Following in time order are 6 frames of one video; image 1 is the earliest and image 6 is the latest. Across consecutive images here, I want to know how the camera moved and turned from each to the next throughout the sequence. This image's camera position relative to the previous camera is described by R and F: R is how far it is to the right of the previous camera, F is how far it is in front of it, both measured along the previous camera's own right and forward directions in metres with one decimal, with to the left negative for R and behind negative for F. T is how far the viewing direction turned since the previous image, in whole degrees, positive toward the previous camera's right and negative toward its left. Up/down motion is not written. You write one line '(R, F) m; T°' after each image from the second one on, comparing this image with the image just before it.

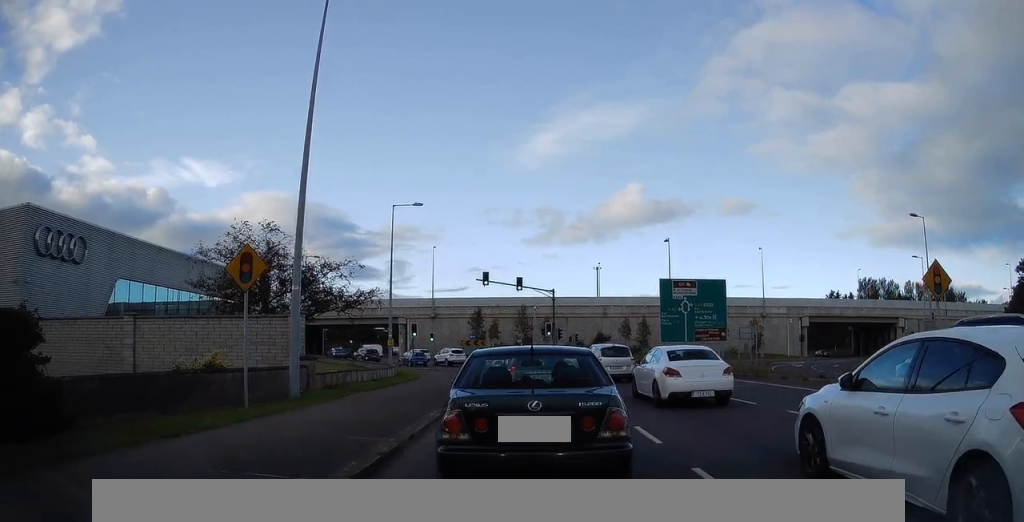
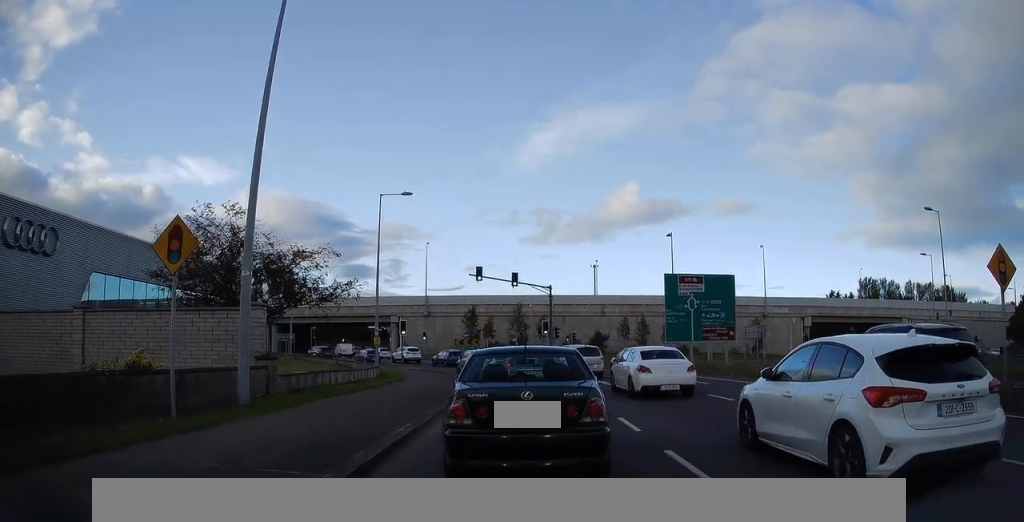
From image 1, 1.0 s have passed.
(+0.4, +1.2) m; +5°
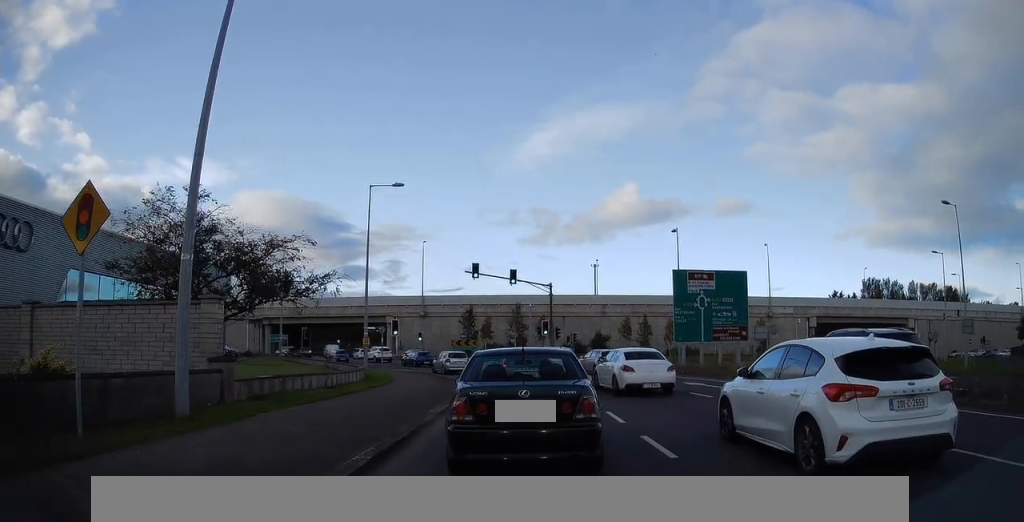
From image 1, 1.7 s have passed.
(+0.1, +1.4) m; +3°
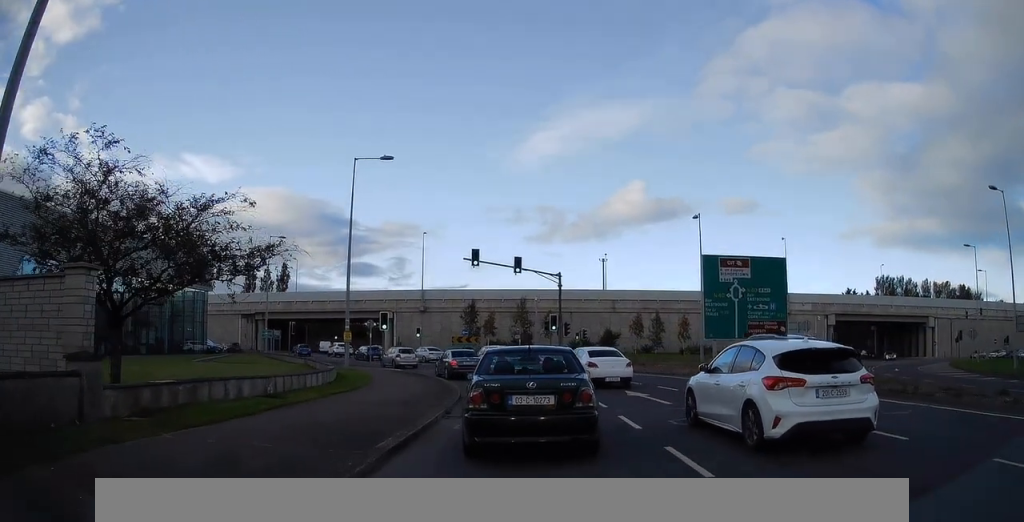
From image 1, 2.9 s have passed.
(-0.1, +4.0) m; -3°
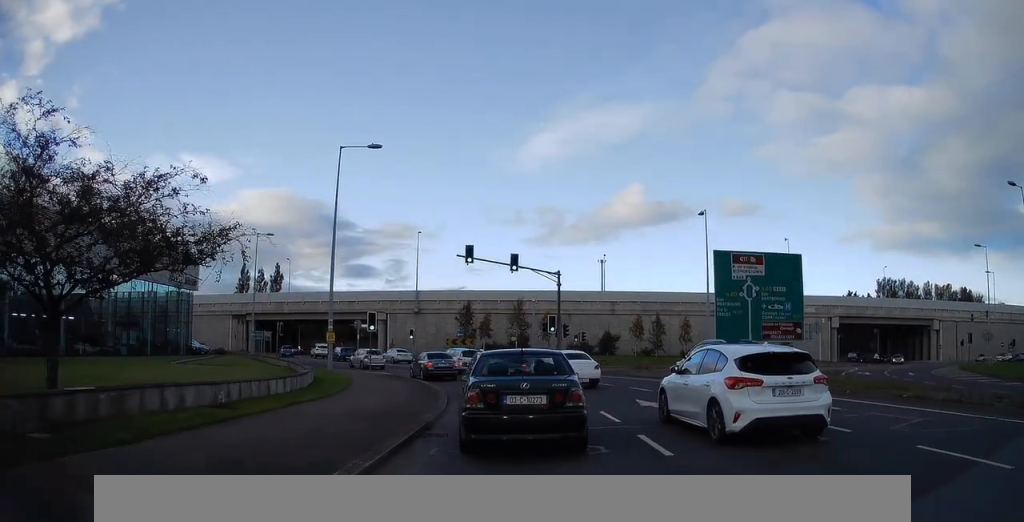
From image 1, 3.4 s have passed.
(-0.1, +2.1) m; 0°
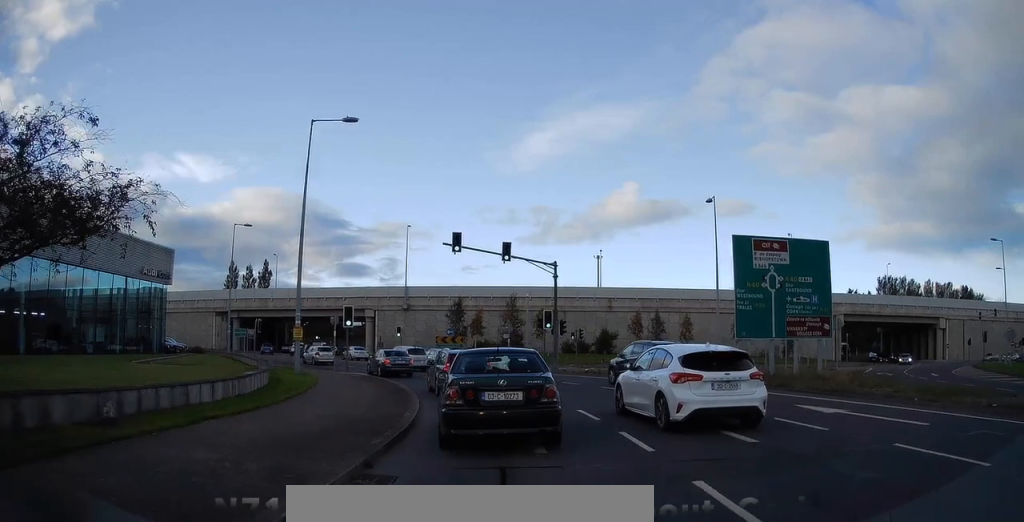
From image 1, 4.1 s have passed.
(+0.1, +3.5) m; +1°
